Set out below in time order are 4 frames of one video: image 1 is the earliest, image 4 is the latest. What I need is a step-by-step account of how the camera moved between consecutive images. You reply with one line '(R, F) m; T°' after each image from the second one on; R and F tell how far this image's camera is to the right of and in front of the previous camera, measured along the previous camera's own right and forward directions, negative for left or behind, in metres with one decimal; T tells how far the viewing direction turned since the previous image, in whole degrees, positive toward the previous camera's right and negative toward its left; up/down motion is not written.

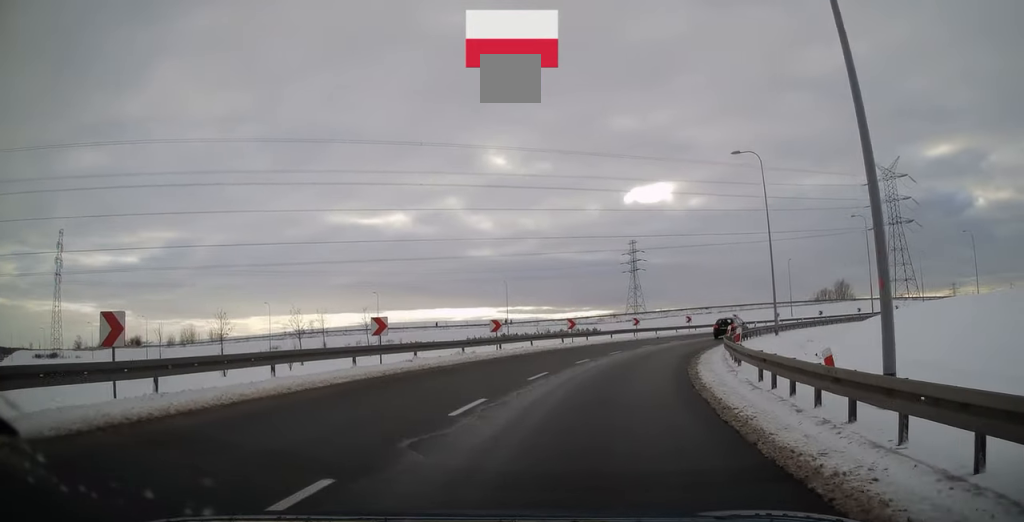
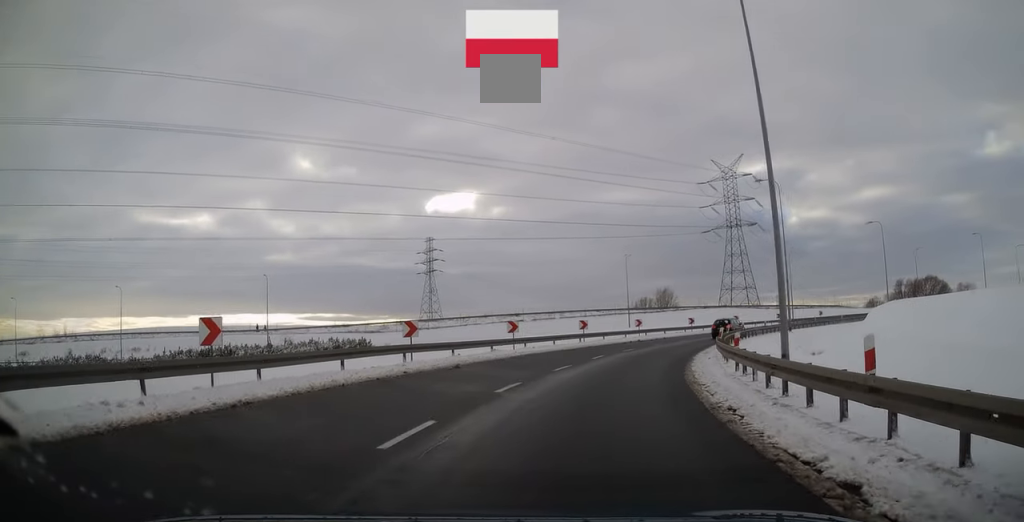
(+3.5, +25.6) m; +17°
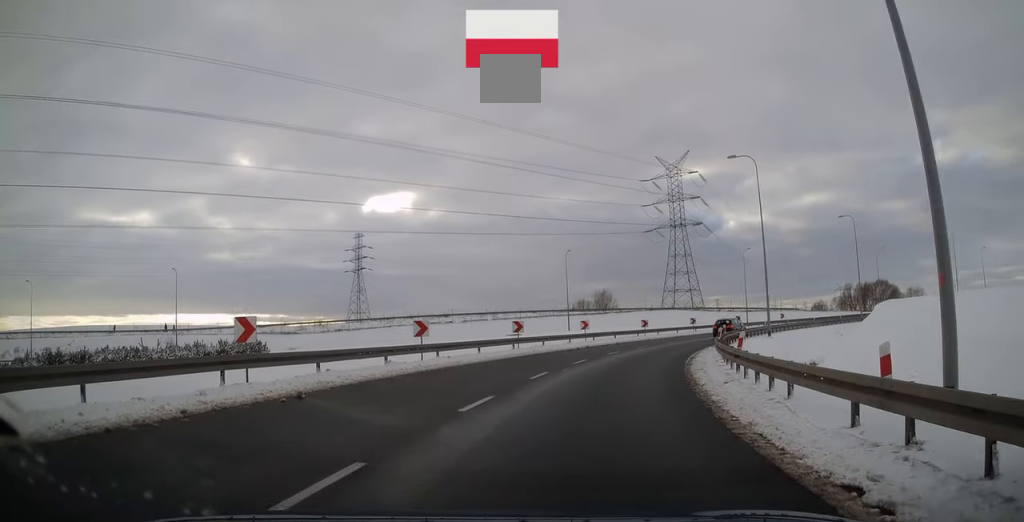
(+0.9, +8.7) m; +8°
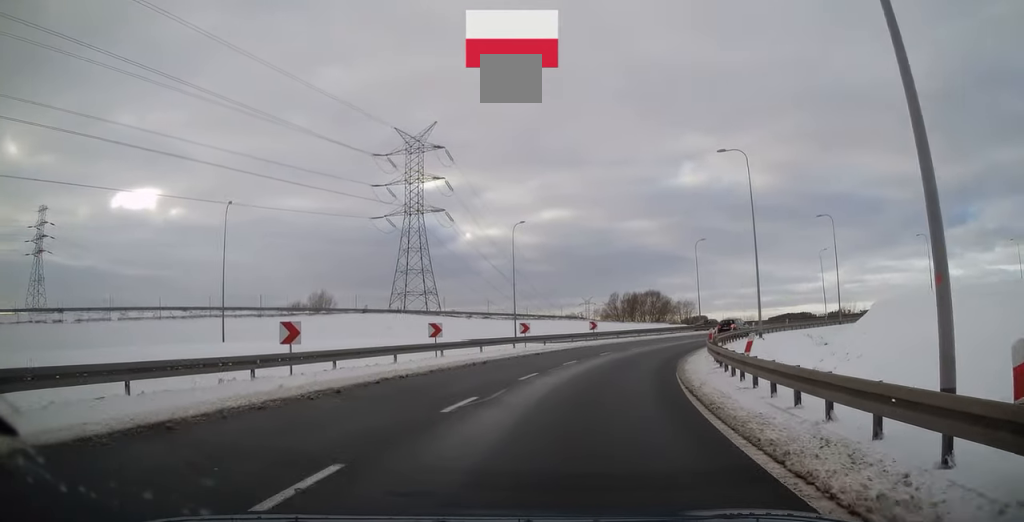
(+7.9, +34.6) m; +23°
